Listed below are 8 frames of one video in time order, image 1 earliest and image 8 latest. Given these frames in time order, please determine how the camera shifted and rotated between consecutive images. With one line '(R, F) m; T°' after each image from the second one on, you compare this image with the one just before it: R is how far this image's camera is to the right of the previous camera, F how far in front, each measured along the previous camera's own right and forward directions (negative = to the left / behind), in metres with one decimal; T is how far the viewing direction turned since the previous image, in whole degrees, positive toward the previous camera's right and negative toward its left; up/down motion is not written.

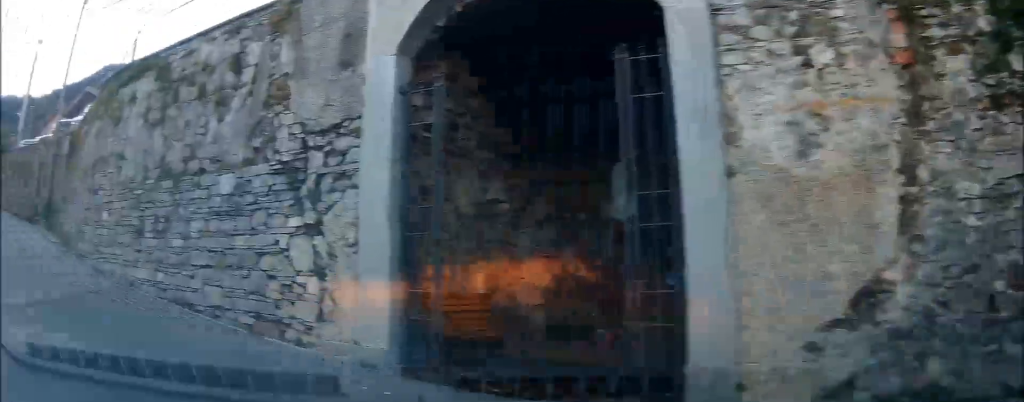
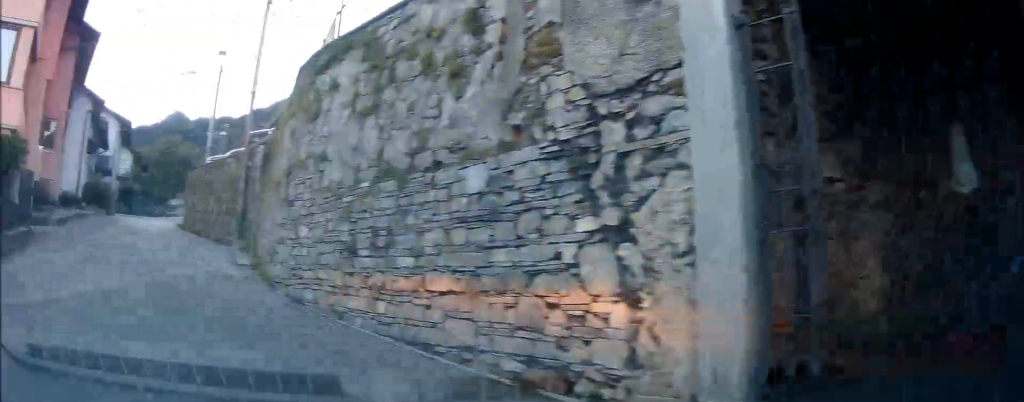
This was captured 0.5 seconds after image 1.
(-0.3, +1.9) m; -9°
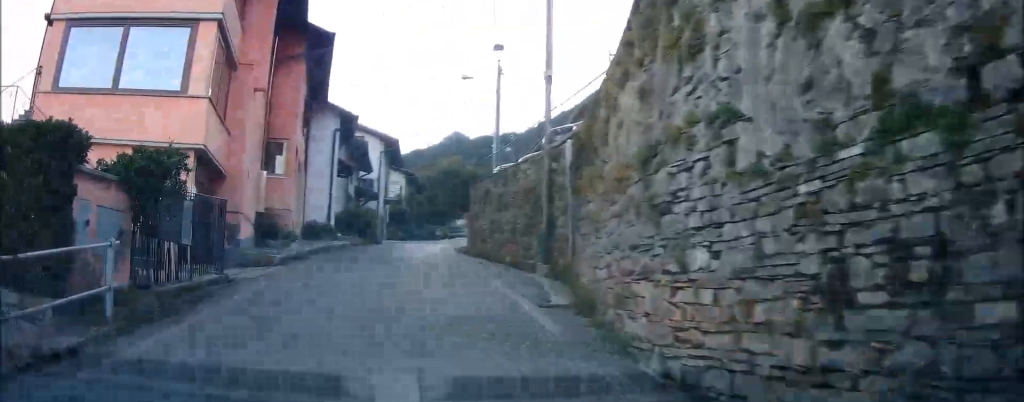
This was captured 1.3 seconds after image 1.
(-0.5, +4.0) m; -15°
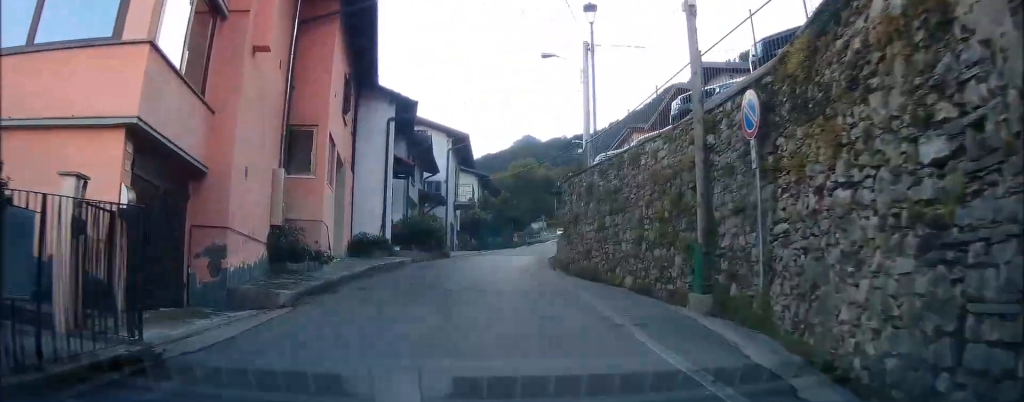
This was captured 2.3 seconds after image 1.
(-0.8, +5.6) m; -16°
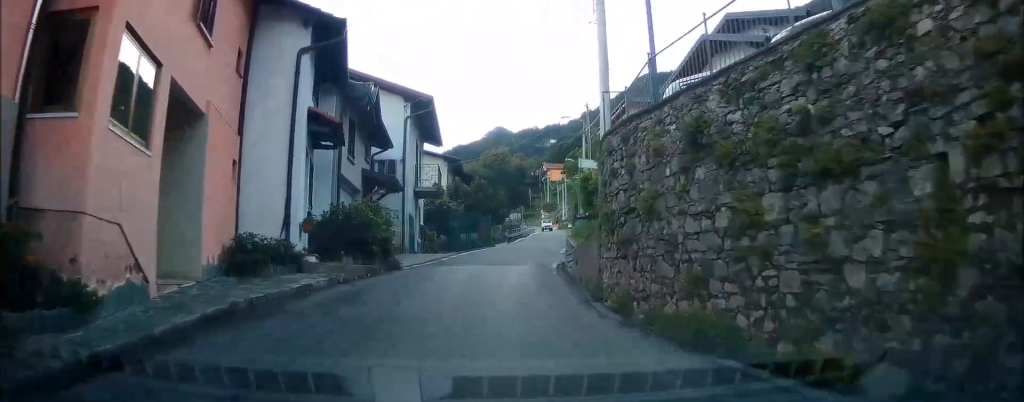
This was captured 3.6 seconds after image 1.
(-1.7, +8.8) m; -15°
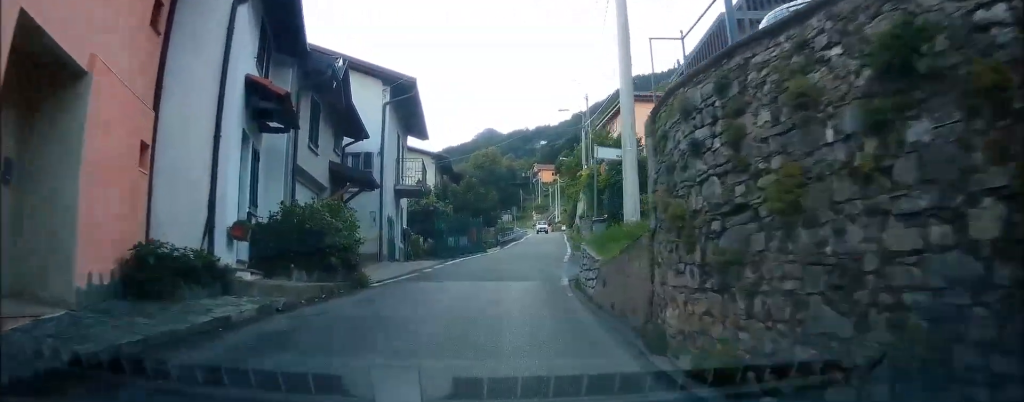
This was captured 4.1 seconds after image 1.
(-0.1, +3.6) m; 0°
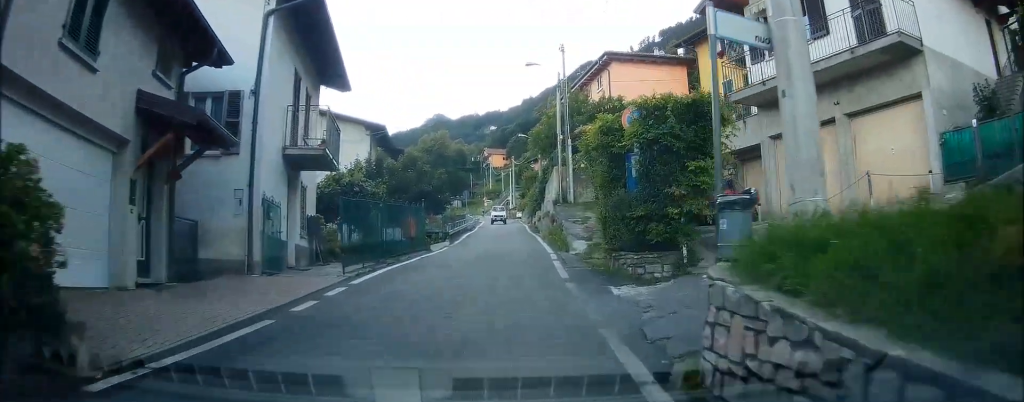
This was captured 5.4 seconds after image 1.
(+0.3, +9.0) m; +5°
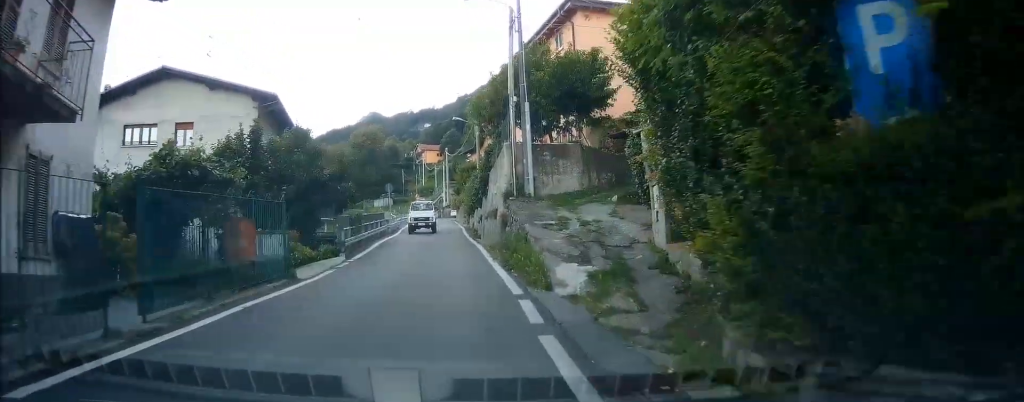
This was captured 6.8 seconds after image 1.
(+0.4, +10.1) m; +3°
